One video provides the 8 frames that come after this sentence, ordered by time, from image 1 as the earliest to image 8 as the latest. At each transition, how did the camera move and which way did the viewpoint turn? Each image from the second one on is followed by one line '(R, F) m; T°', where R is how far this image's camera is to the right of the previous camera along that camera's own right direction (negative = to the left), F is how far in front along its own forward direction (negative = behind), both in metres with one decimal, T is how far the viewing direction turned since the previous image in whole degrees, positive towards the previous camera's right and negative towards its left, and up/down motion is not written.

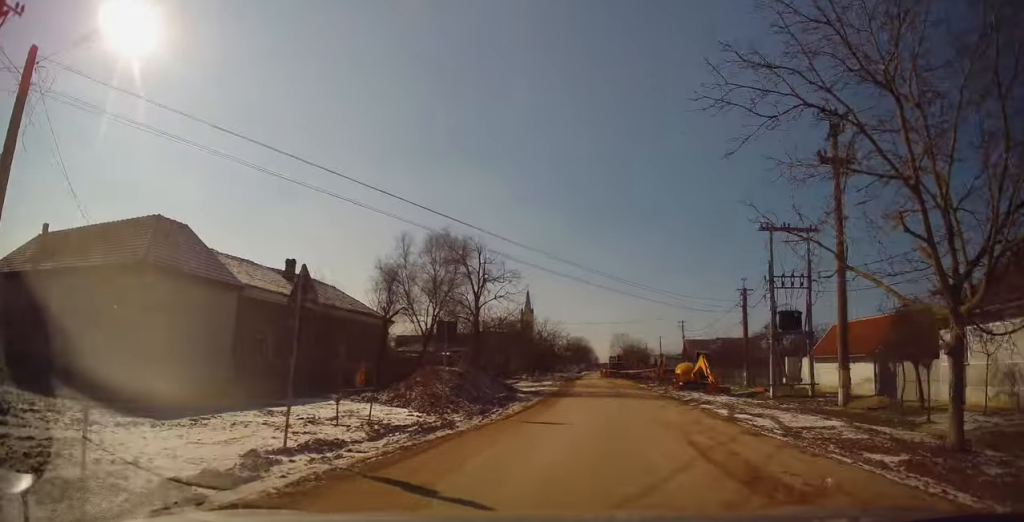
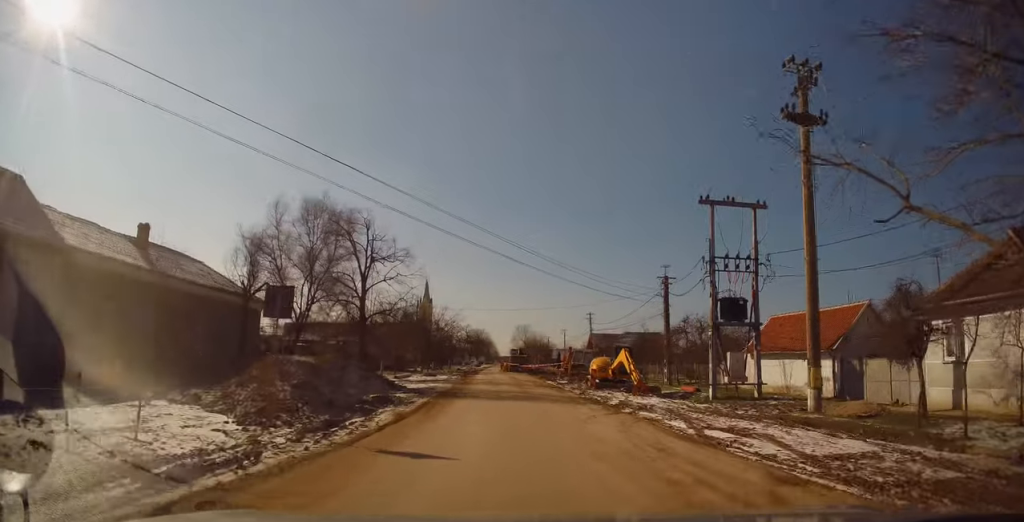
(+0.6, +4.5) m; +11°
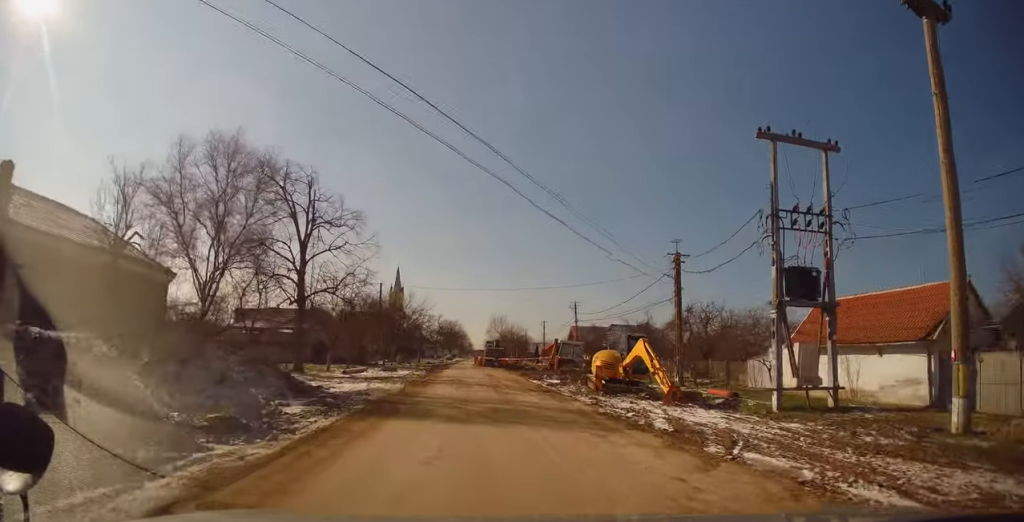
(+0.3, +7.2) m; +5°
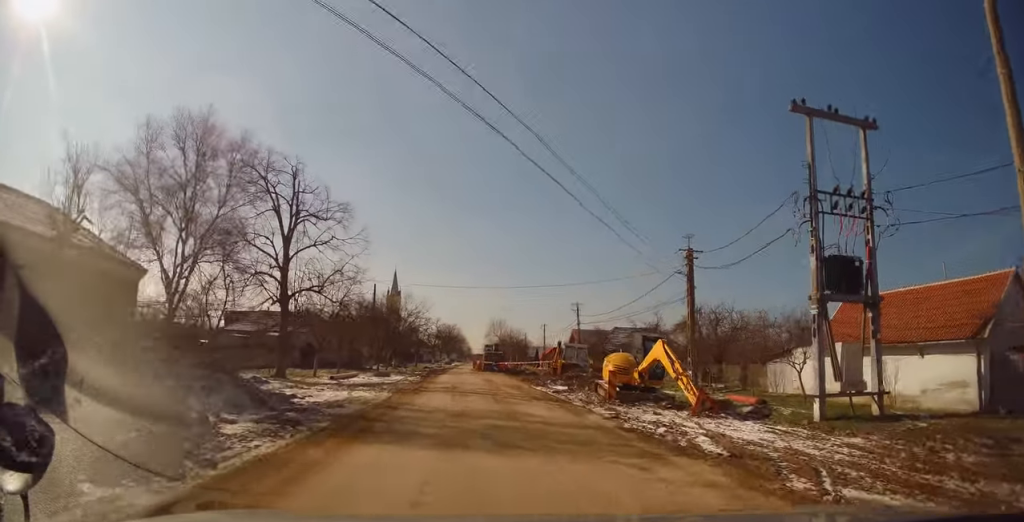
(0.0, +2.5) m; 0°
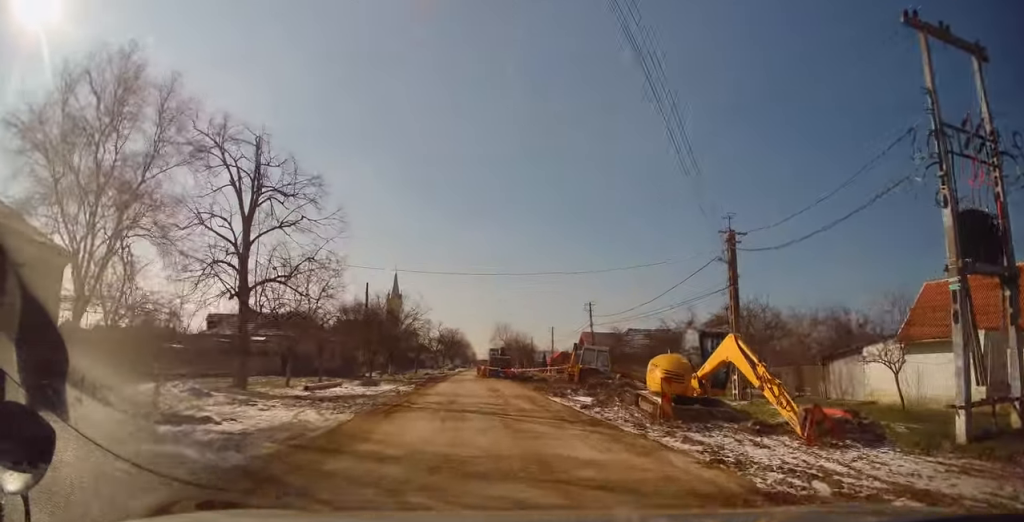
(+0.2, +5.1) m; 0°
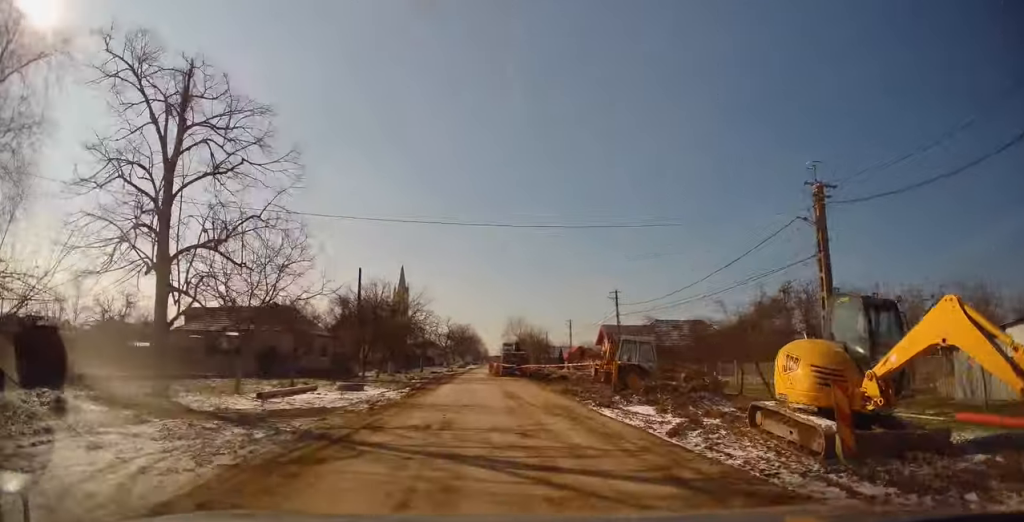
(-0.3, +6.4) m; -4°
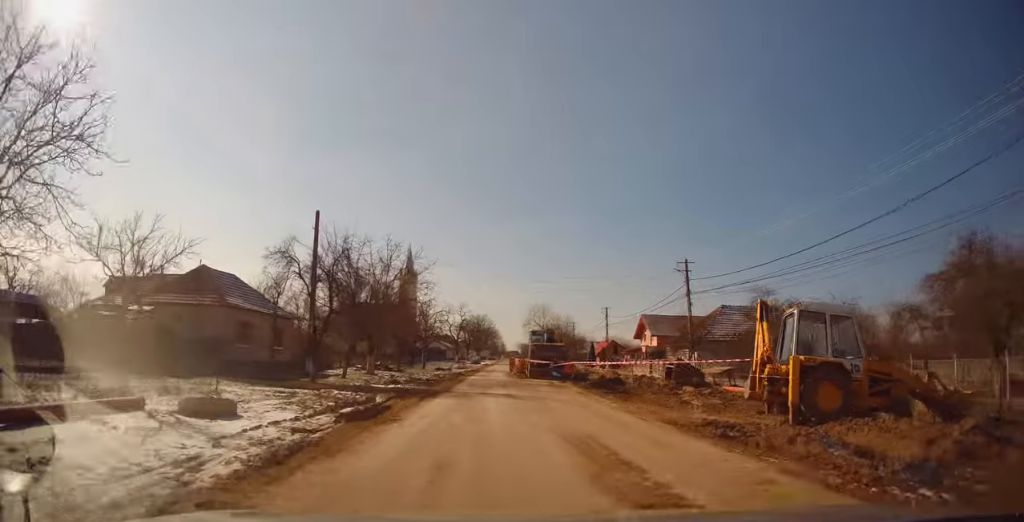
(-0.6, +14.1) m; -3°
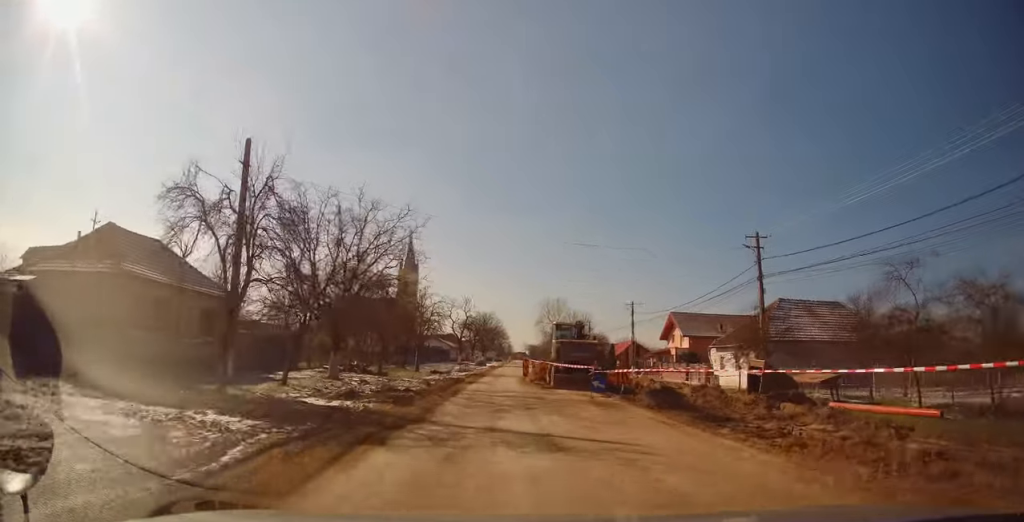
(0.0, +9.3) m; +1°
